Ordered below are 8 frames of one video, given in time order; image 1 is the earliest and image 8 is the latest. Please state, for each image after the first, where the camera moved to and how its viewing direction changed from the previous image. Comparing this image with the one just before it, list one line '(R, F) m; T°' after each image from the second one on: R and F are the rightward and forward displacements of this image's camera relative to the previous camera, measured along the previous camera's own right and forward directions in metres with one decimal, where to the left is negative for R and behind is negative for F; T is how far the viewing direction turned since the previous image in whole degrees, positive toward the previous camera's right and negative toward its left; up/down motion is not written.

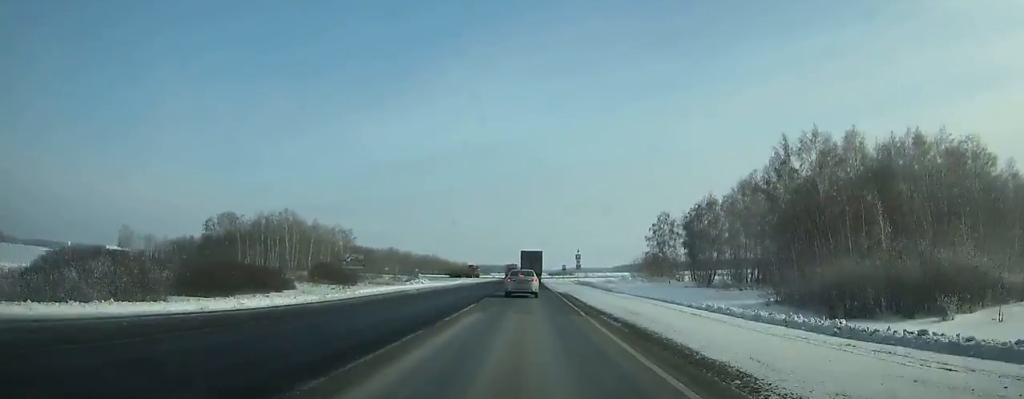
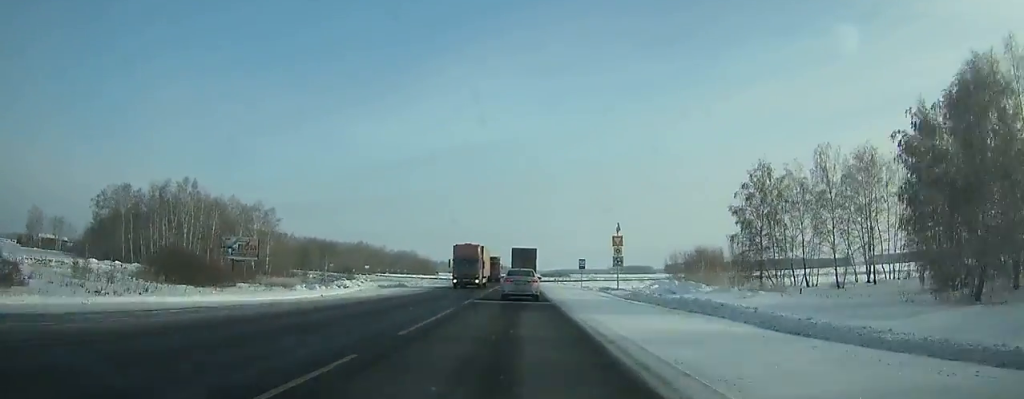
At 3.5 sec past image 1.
(+0.3, +47.6) m; 0°
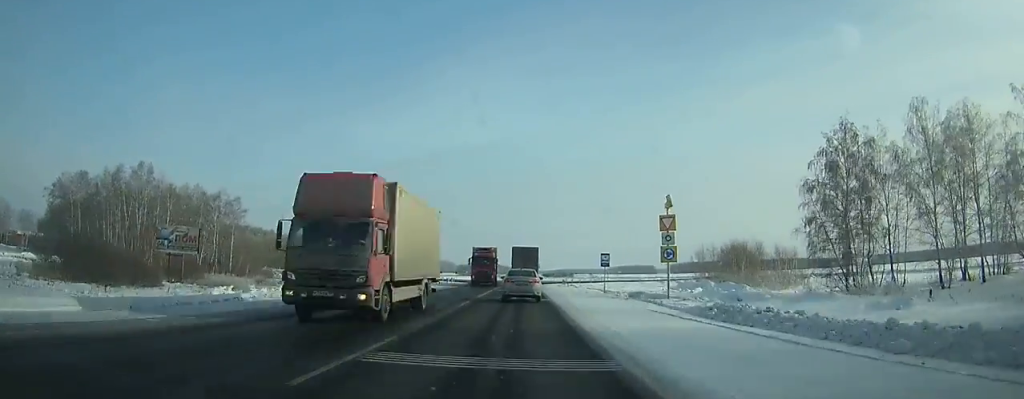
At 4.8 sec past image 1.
(0.0, +15.5) m; 0°
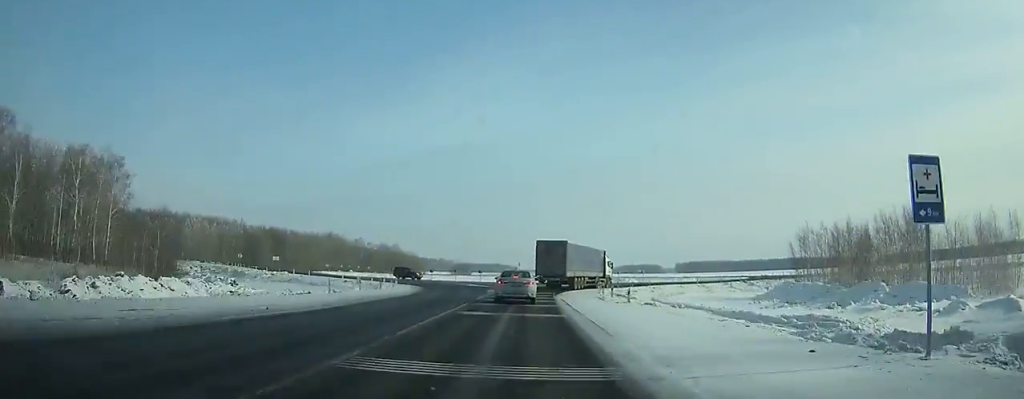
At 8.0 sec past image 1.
(0.0, +34.2) m; +1°
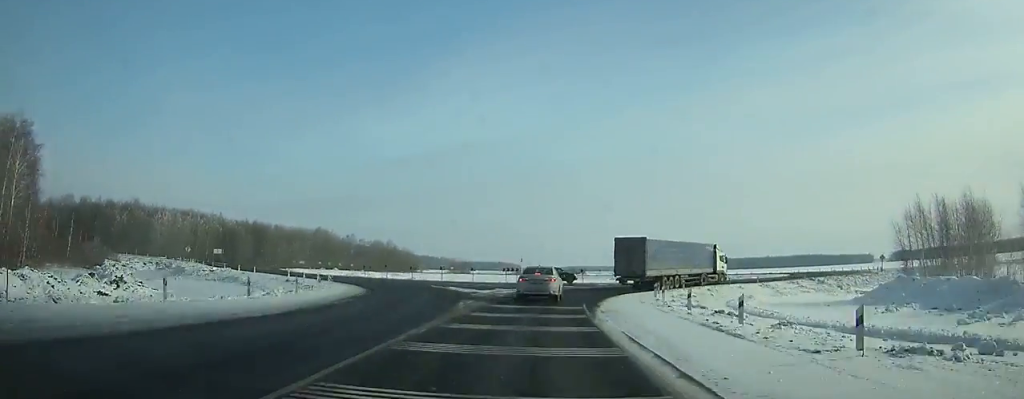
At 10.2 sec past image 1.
(-0.1, +19.9) m; +3°
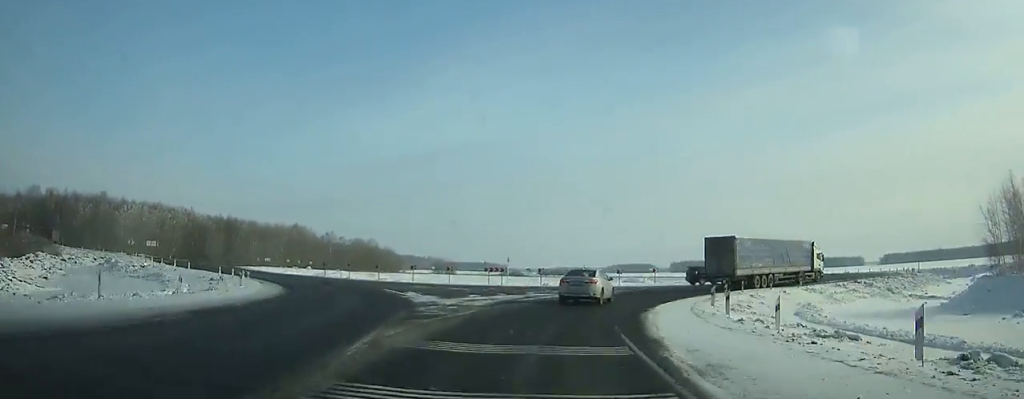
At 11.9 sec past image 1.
(+0.4, +13.0) m; +6°
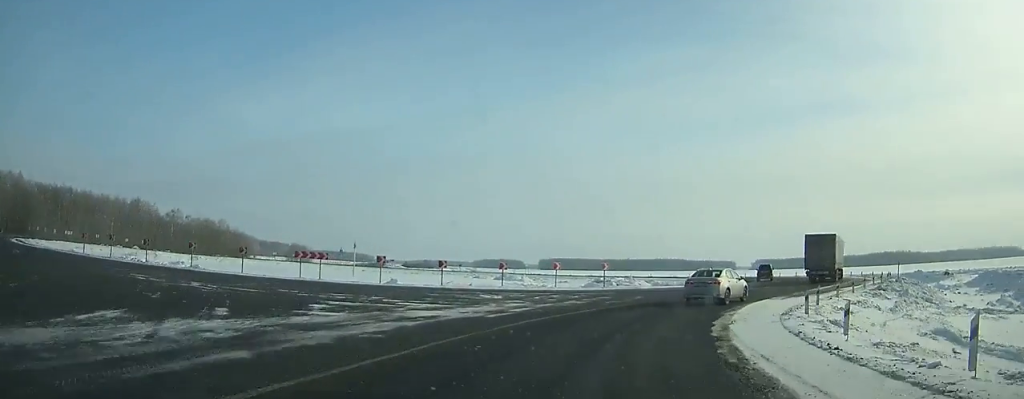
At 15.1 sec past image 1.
(+2.5, +23.7) m; +19°
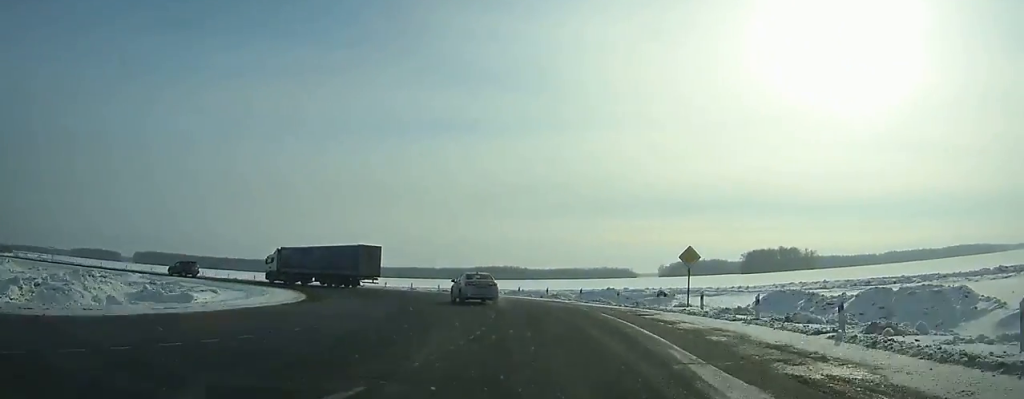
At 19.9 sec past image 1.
(+9.9, +36.8) m; +14°
